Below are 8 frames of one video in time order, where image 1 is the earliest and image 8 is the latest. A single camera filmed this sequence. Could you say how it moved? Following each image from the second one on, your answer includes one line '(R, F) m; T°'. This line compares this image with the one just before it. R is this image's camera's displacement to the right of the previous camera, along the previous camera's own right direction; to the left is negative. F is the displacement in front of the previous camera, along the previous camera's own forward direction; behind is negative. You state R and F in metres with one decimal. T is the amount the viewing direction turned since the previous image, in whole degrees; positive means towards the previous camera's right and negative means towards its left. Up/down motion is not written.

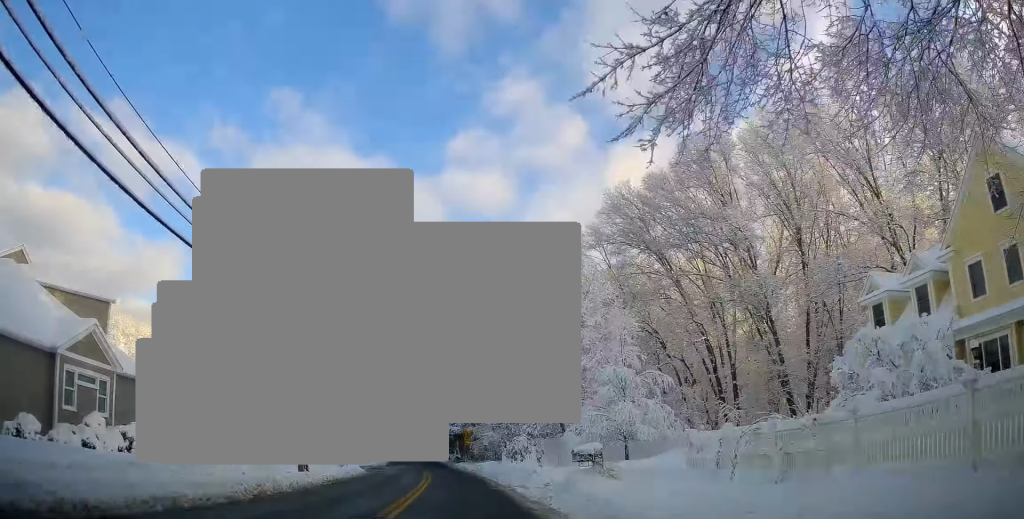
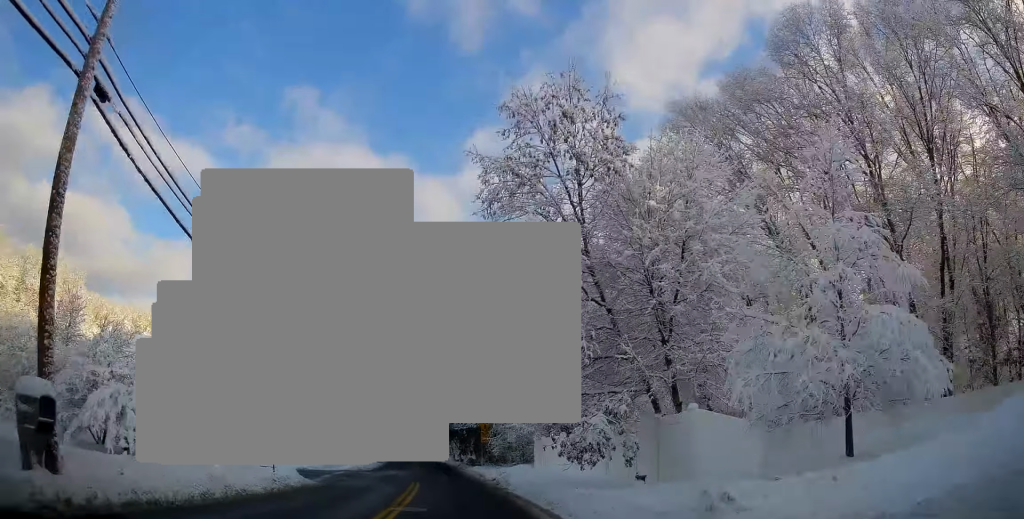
(-0.2, +15.6) m; +1°
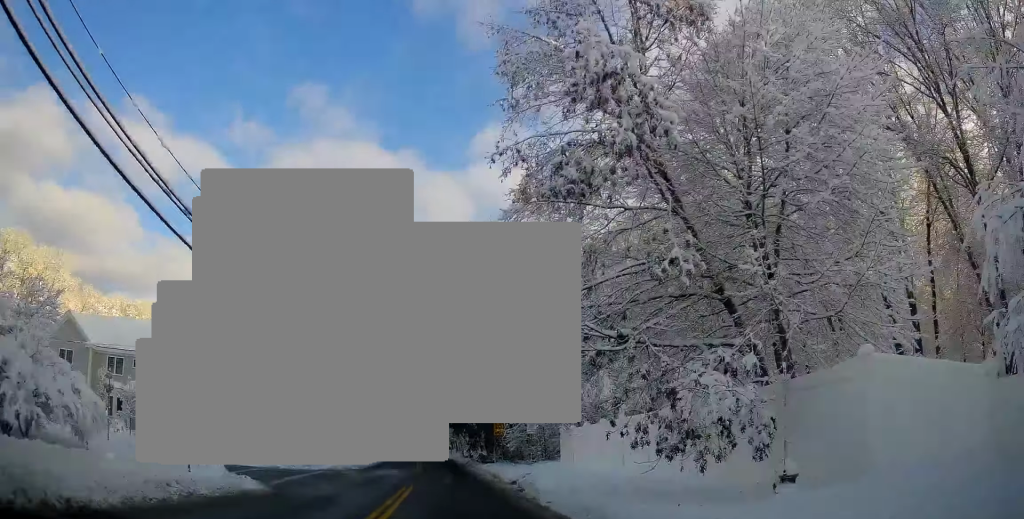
(+0.3, +7.0) m; -1°
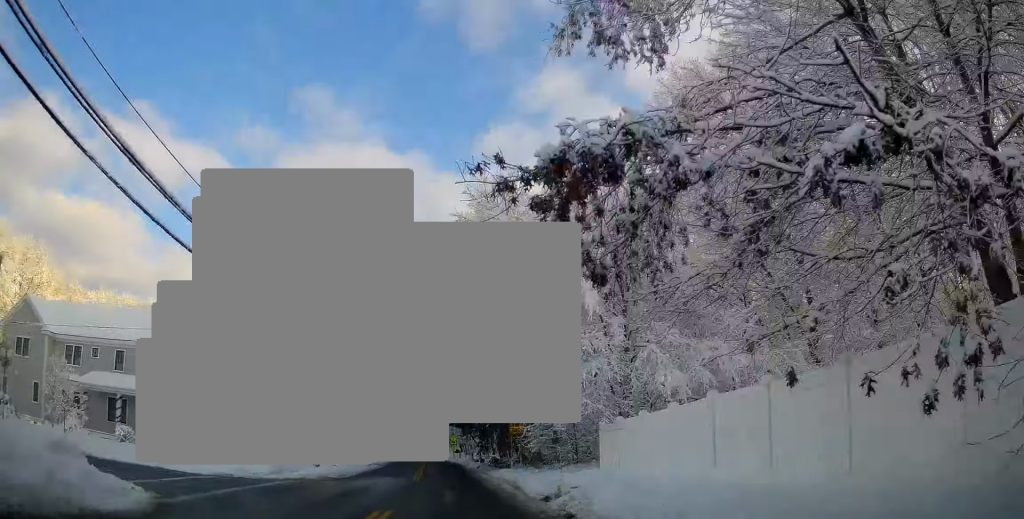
(+0.4, +7.0) m; -1°
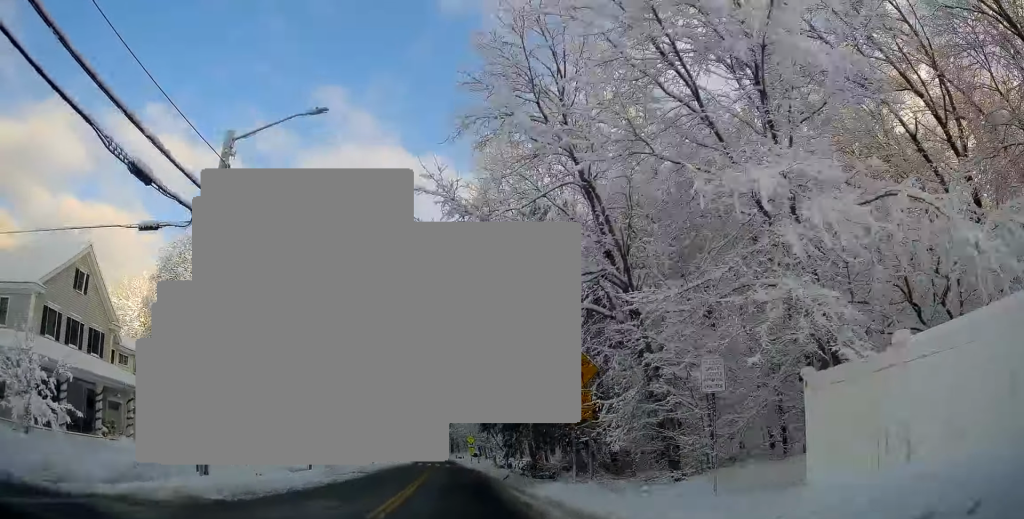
(-0.8, +13.3) m; -2°
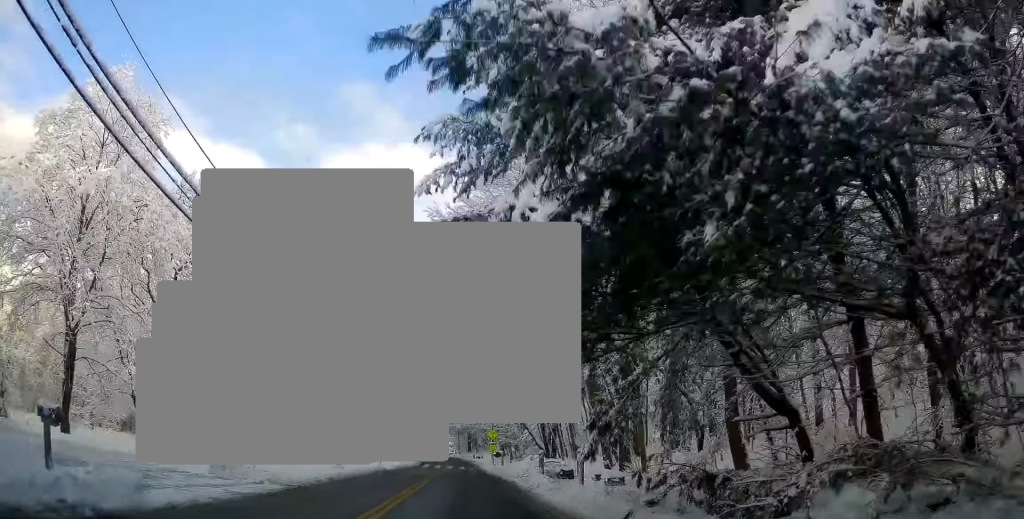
(+0.1, +17.5) m; +1°
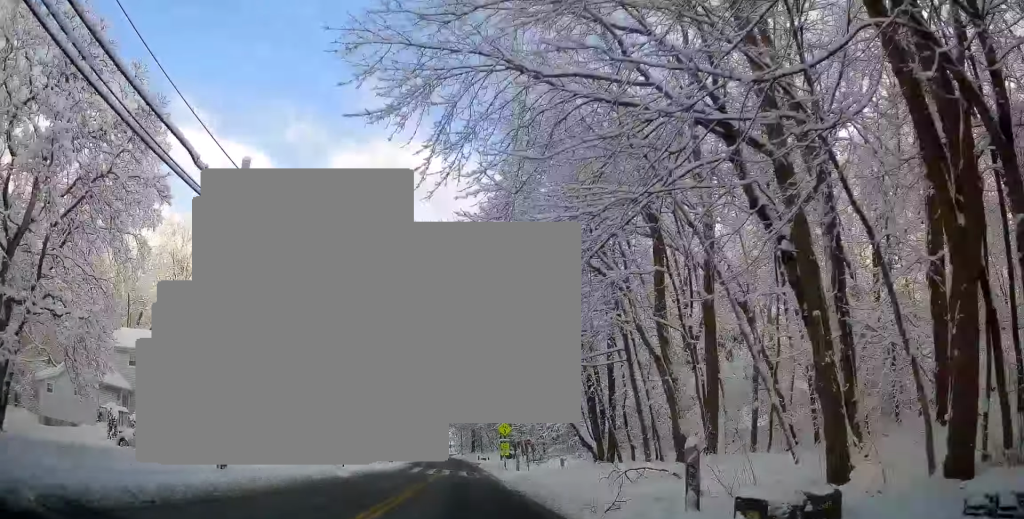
(+0.1, +14.9) m; -2°
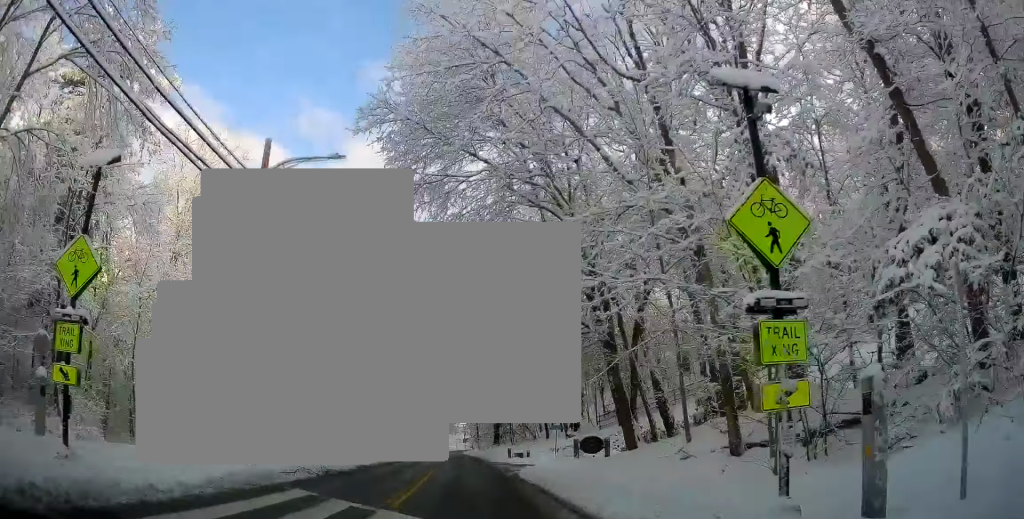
(-0.5, +38.7) m; +1°
